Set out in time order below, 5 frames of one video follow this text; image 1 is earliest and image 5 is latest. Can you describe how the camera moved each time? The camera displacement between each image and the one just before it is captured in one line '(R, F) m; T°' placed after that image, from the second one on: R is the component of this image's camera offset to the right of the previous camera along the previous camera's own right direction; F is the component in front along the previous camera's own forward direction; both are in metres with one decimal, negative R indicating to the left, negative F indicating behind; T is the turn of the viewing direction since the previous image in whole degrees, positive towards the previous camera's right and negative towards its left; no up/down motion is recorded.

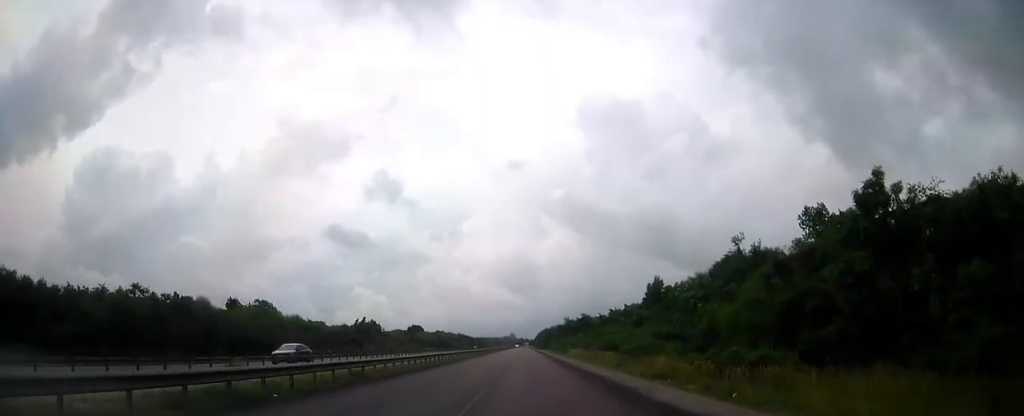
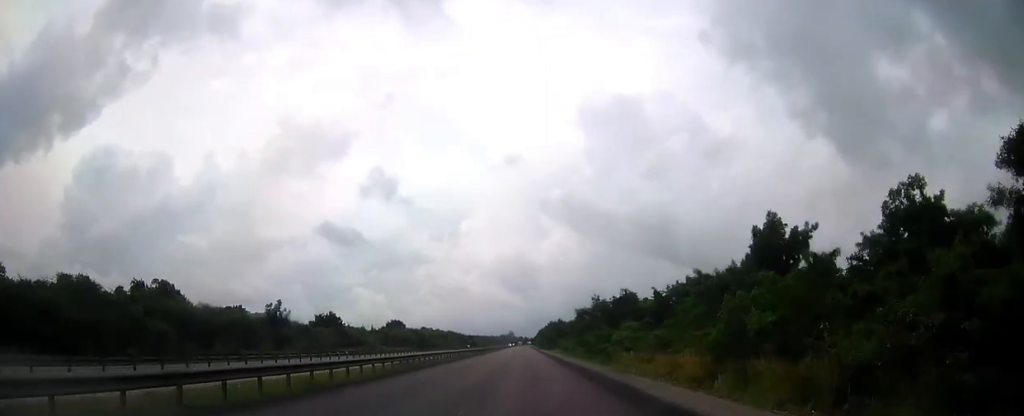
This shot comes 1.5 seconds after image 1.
(0.0, +46.0) m; 0°
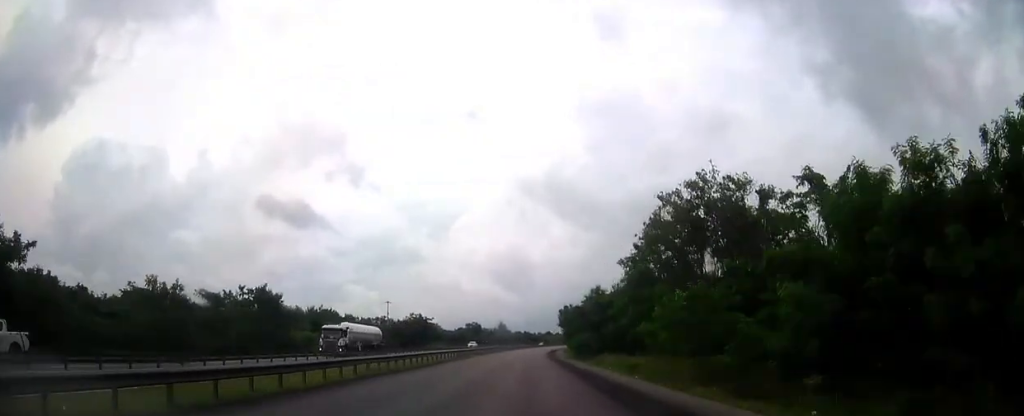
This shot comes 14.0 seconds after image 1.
(-0.4, +373.7) m; +1°
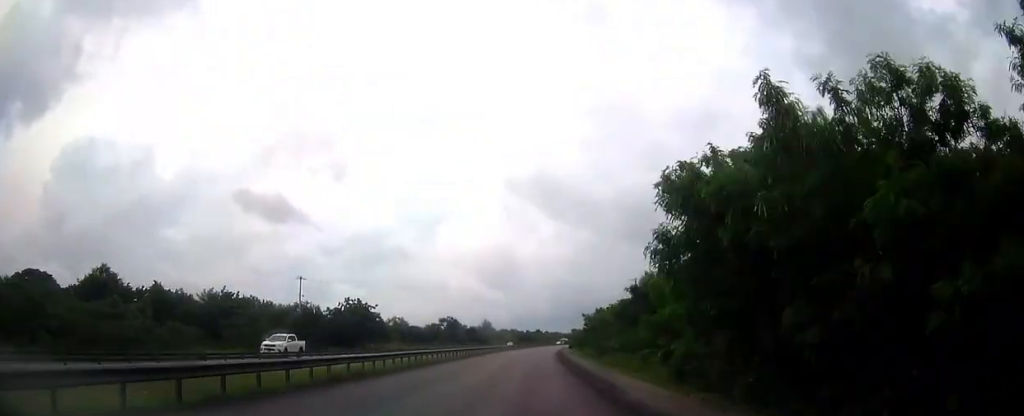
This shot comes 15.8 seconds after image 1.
(+0.1, +51.9) m; +1°
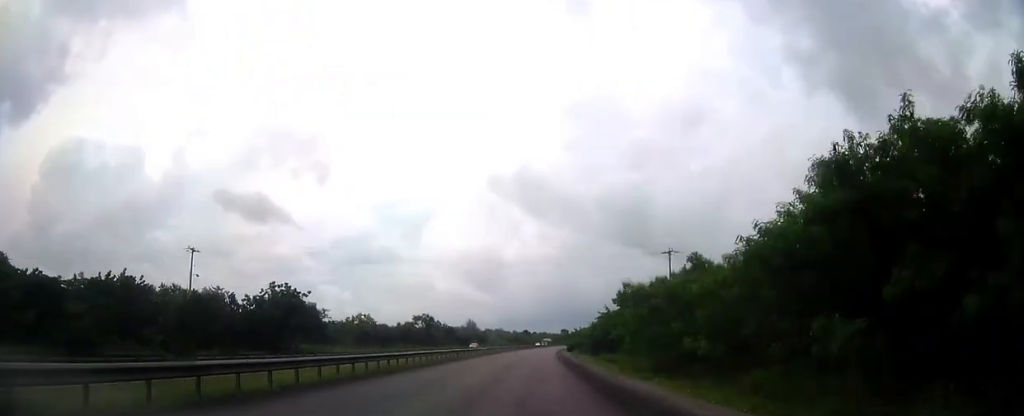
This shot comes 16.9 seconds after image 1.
(+0.4, +31.9) m; +1°
